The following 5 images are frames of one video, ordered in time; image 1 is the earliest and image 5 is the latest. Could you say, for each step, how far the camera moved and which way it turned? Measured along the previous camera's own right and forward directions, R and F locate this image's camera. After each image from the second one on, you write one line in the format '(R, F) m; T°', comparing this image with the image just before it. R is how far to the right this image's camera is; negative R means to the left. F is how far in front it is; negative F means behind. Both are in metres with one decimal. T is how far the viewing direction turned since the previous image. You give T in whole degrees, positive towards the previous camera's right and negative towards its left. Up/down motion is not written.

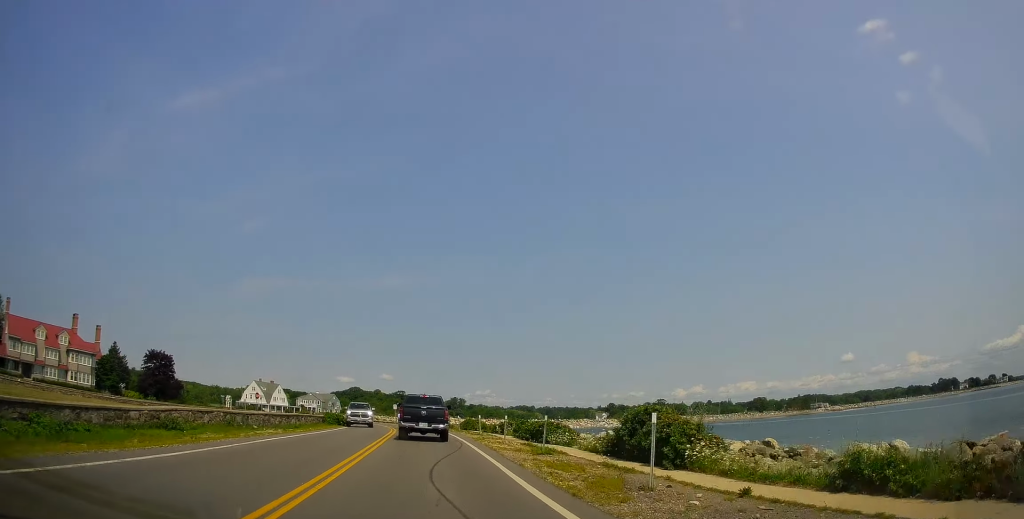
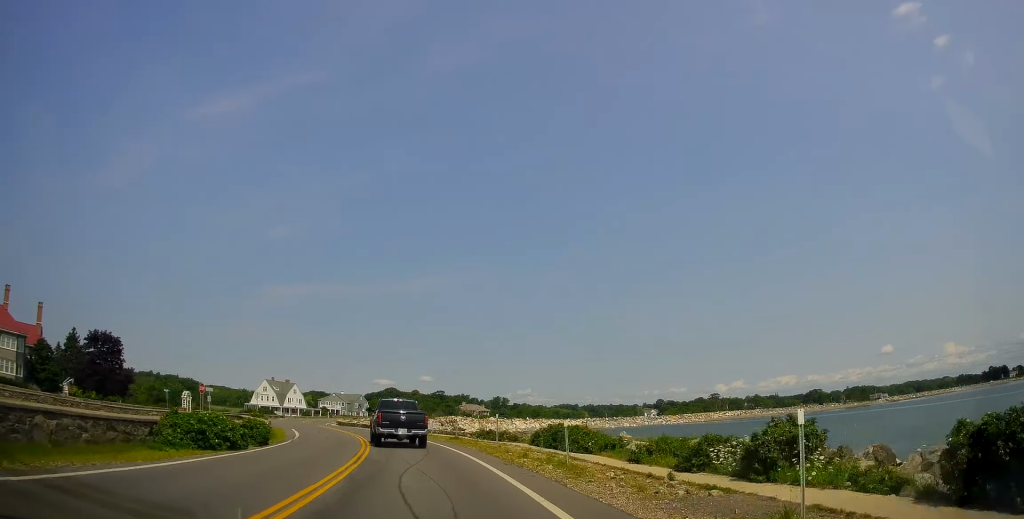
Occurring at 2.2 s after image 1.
(-0.7, +30.4) m; -8°
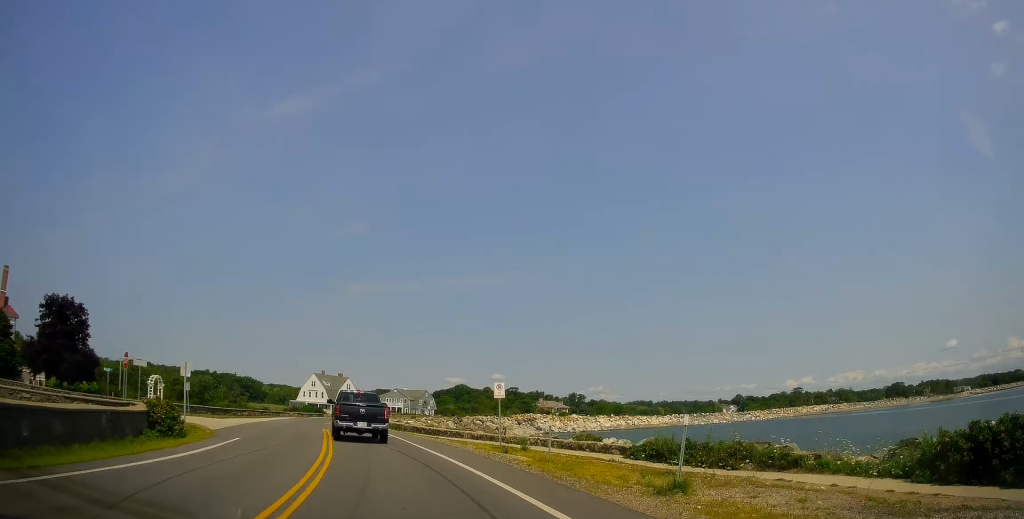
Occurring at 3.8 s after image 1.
(-2.1, +24.2) m; -5°
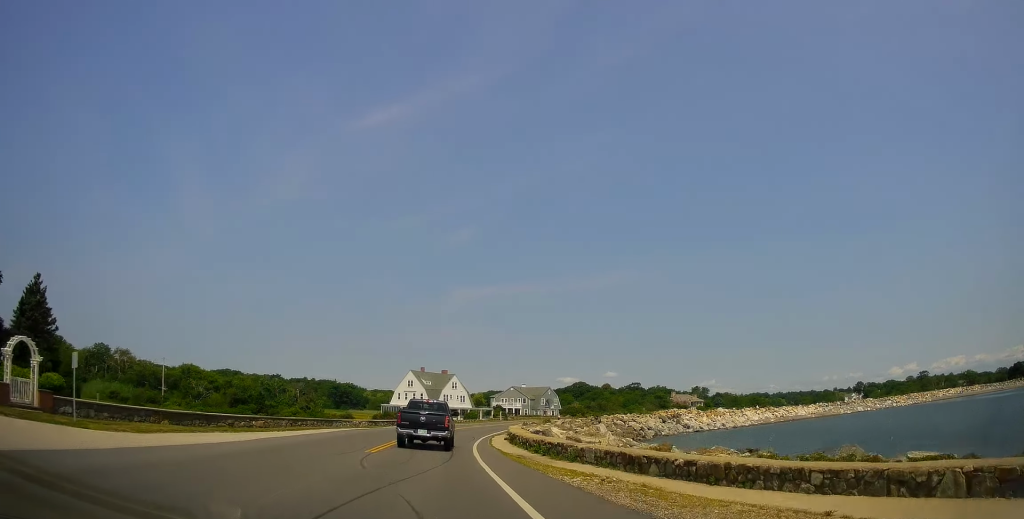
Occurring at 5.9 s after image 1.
(0.0, +30.6) m; -4°
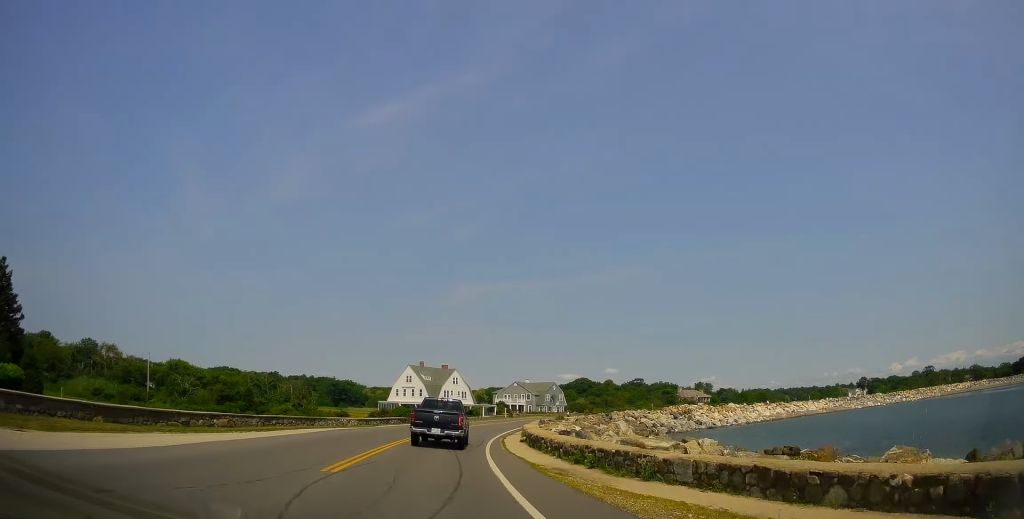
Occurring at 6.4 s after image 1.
(-0.5, +7.0) m; 0°
